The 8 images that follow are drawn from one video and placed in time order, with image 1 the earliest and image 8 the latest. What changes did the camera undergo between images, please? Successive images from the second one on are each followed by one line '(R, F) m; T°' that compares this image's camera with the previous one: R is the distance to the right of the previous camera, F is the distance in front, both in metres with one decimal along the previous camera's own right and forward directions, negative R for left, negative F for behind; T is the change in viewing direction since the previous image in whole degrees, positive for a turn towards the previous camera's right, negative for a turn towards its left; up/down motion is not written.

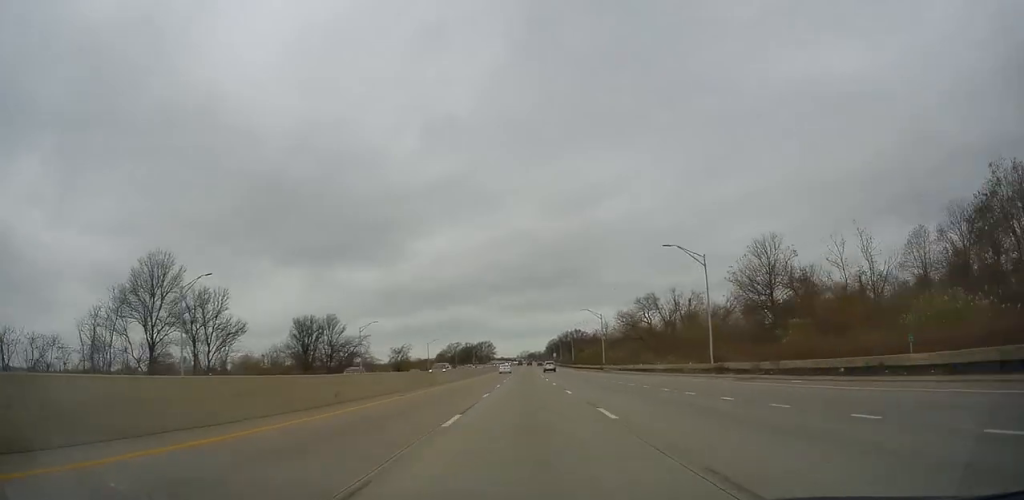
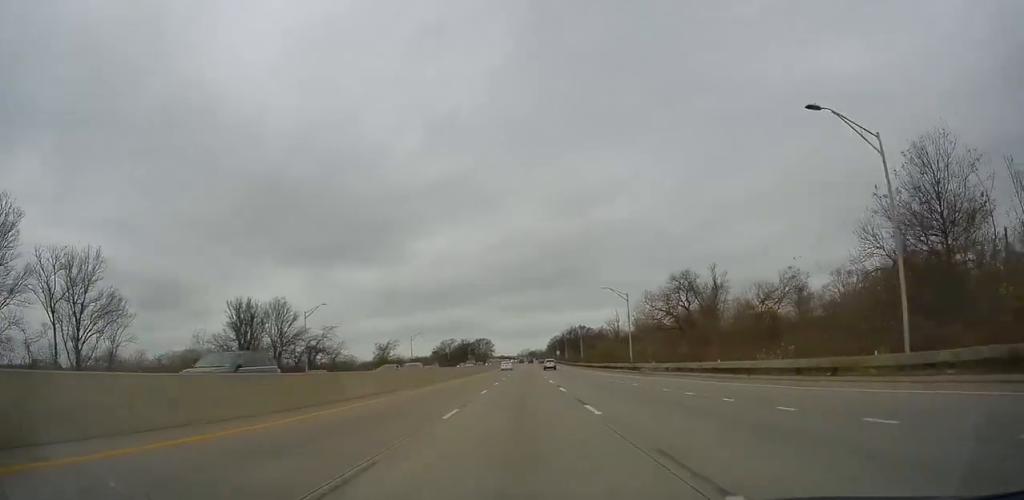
(+0.1, +23.3) m; 0°
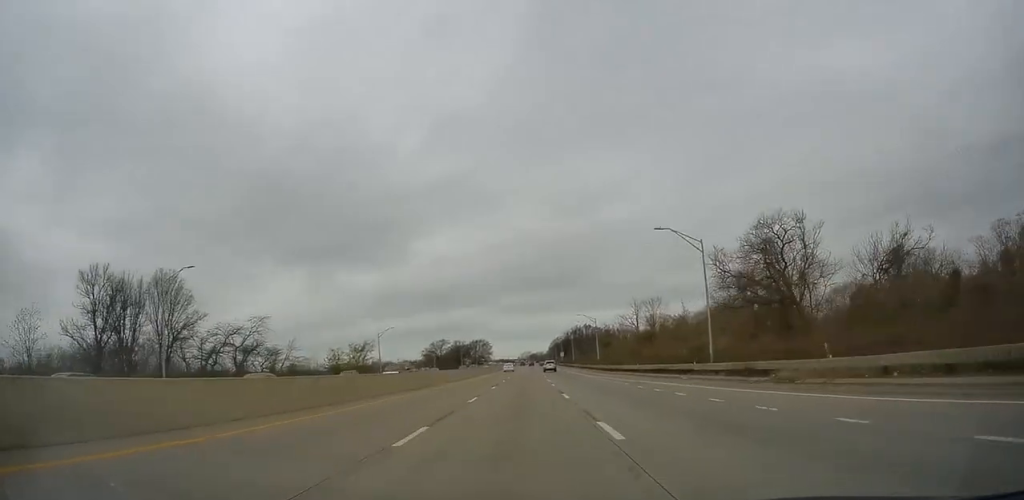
(-0.1, +29.6) m; 0°
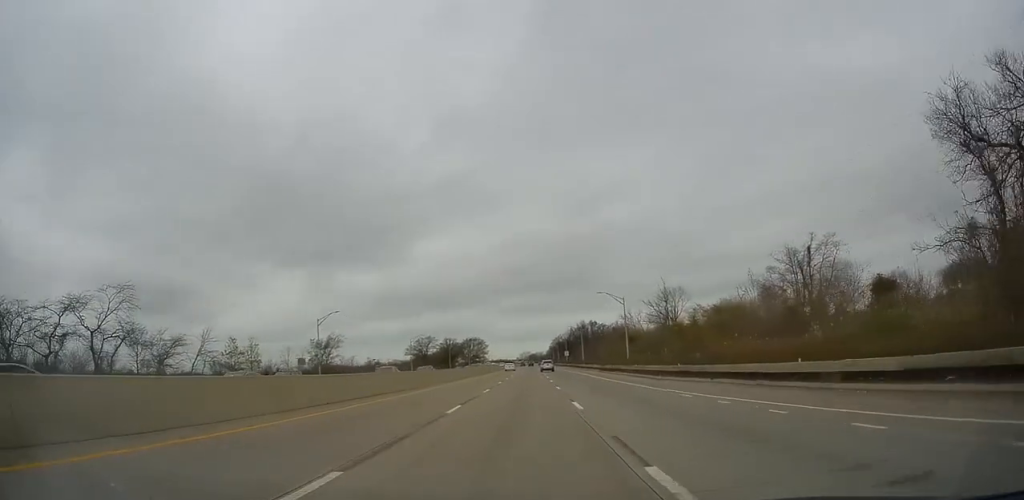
(+0.4, +30.8) m; +1°
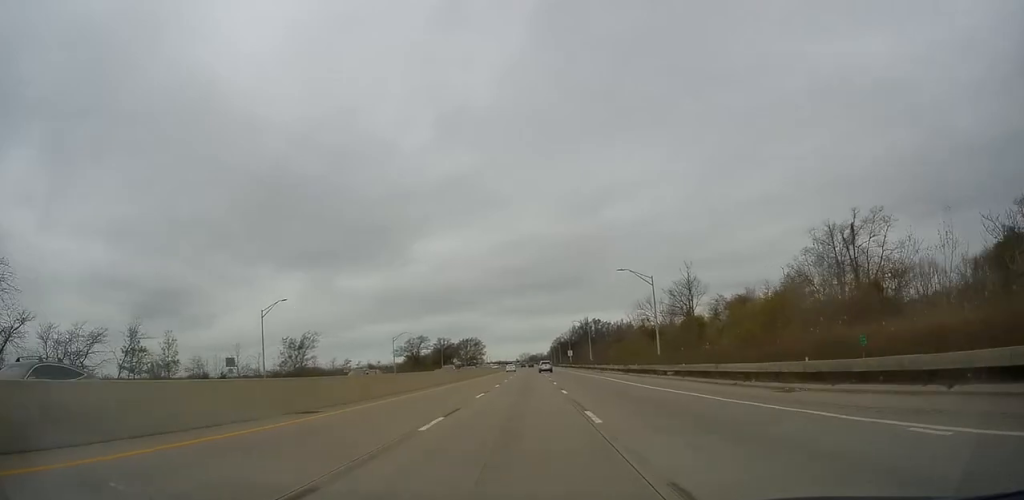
(+0.1, +16.5) m; 0°
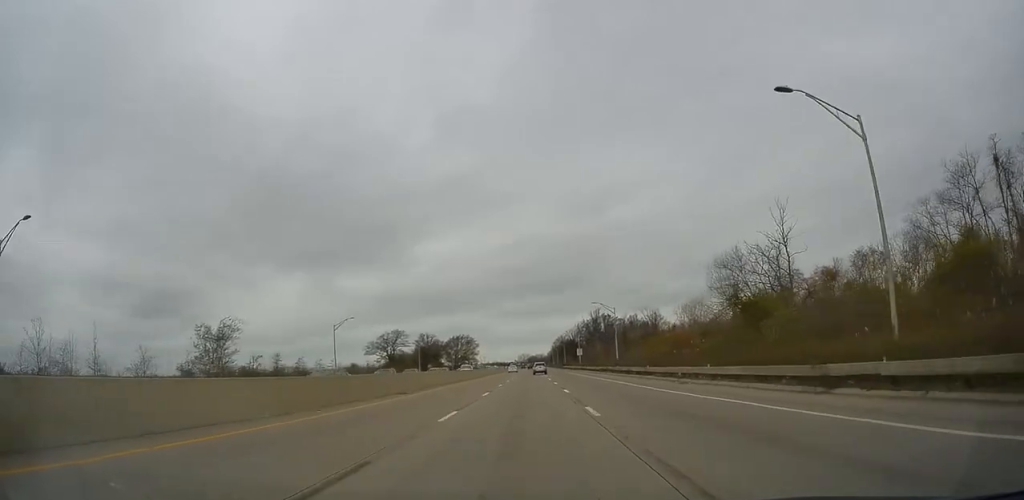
(-0.5, +34.9) m; 0°
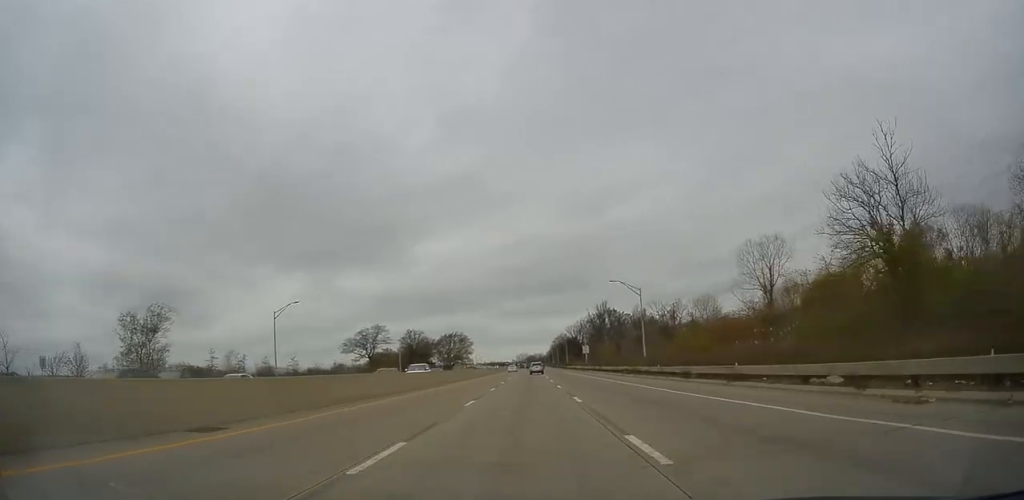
(+0.1, +19.4) m; 0°
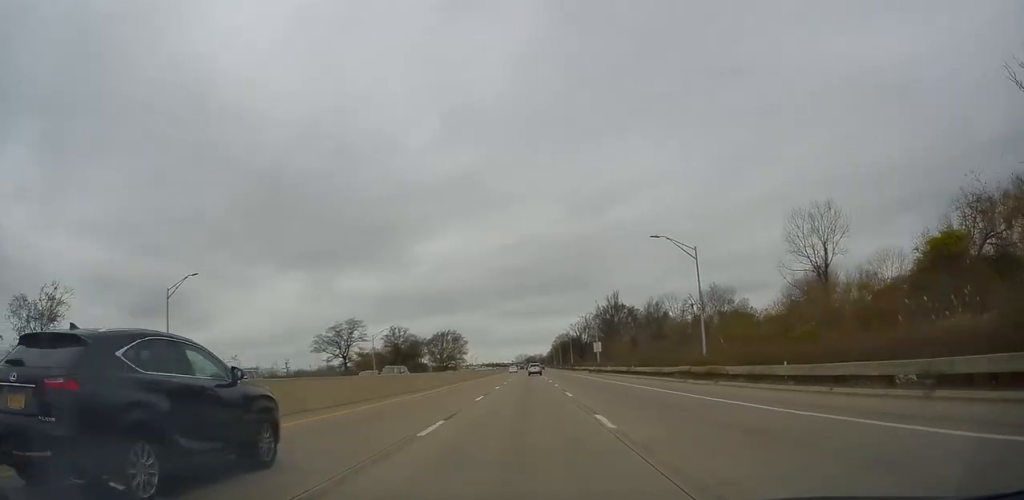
(+0.1, +20.4) m; 0°
